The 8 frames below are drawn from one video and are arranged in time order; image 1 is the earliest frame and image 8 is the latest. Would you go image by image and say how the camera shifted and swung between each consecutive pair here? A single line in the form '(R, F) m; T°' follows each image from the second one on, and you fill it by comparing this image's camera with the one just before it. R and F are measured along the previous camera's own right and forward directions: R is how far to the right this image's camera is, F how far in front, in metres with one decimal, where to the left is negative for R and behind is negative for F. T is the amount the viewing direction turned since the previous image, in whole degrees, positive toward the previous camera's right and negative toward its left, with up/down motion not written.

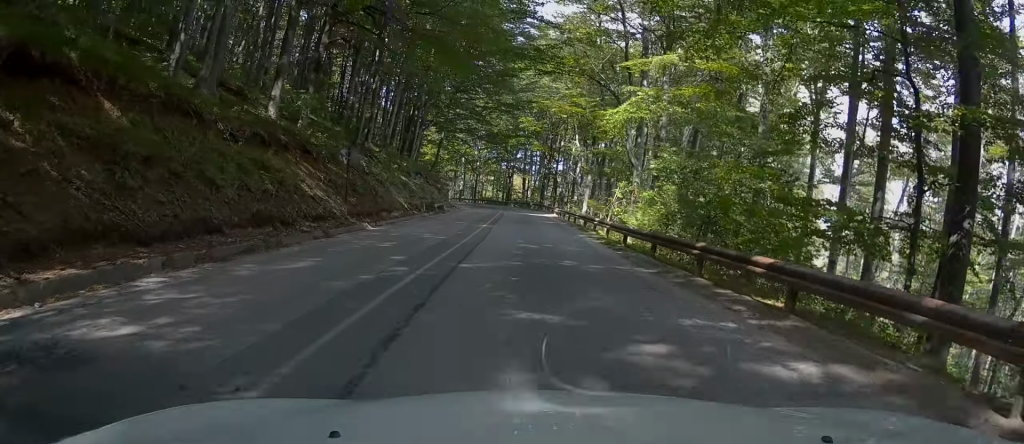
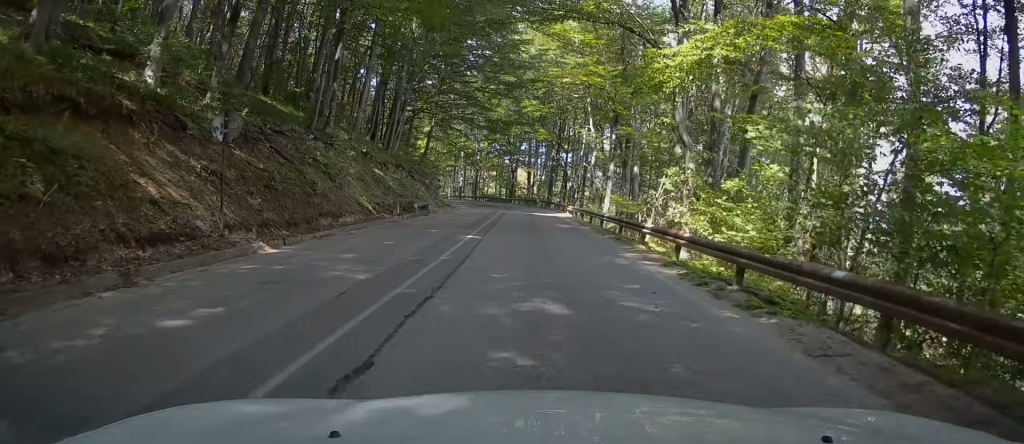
(+0.2, +10.1) m; 0°
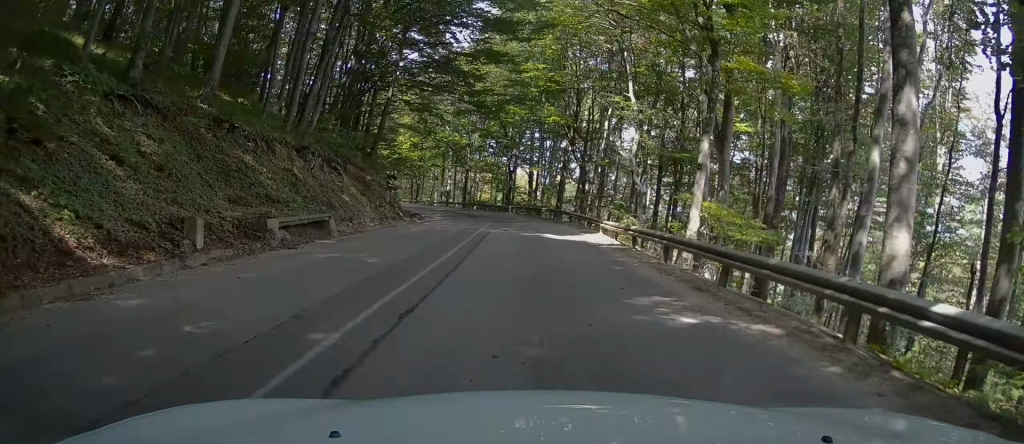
(0.0, +19.7) m; 0°
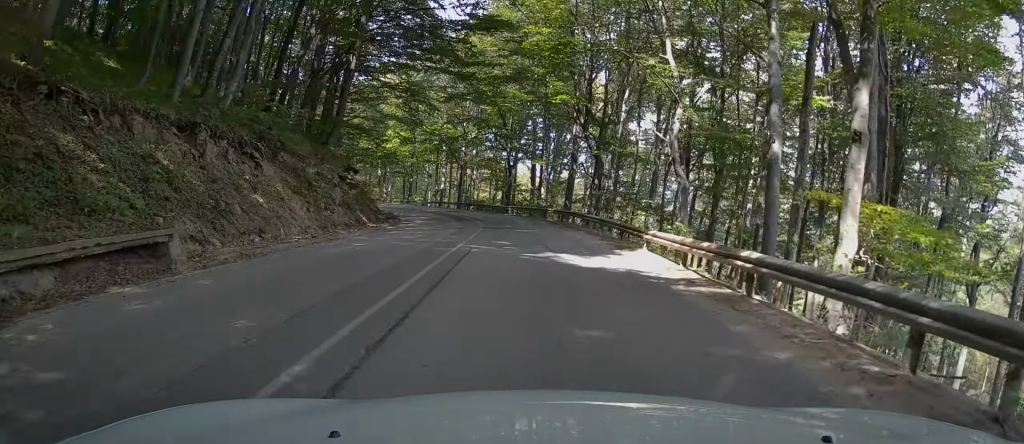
(0.0, +9.2) m; -1°
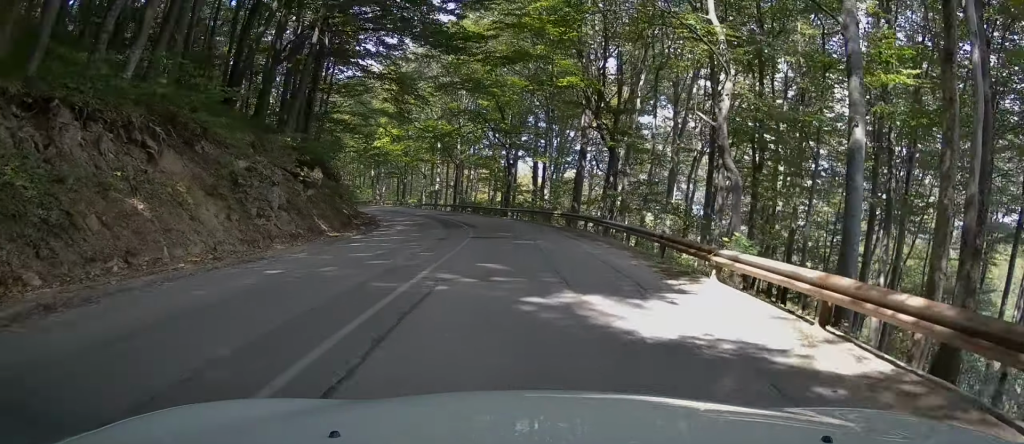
(0.0, +6.2) m; 0°
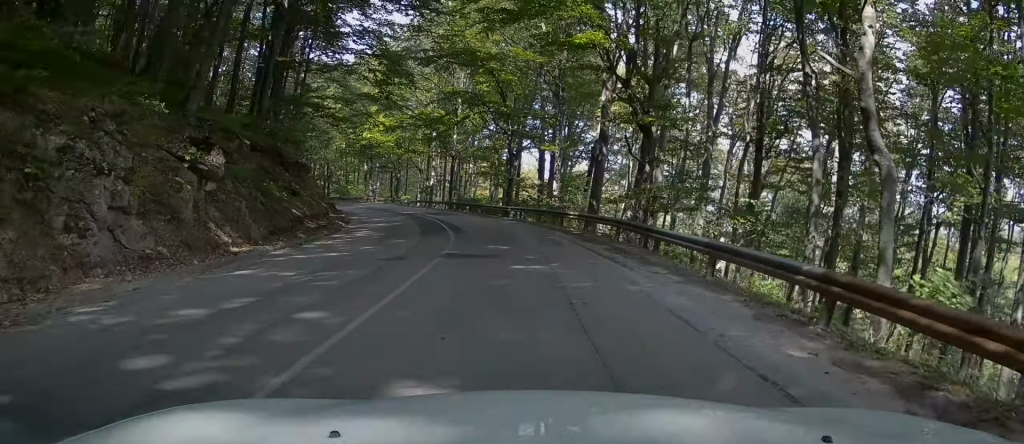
(-0.1, +8.2) m; -1°
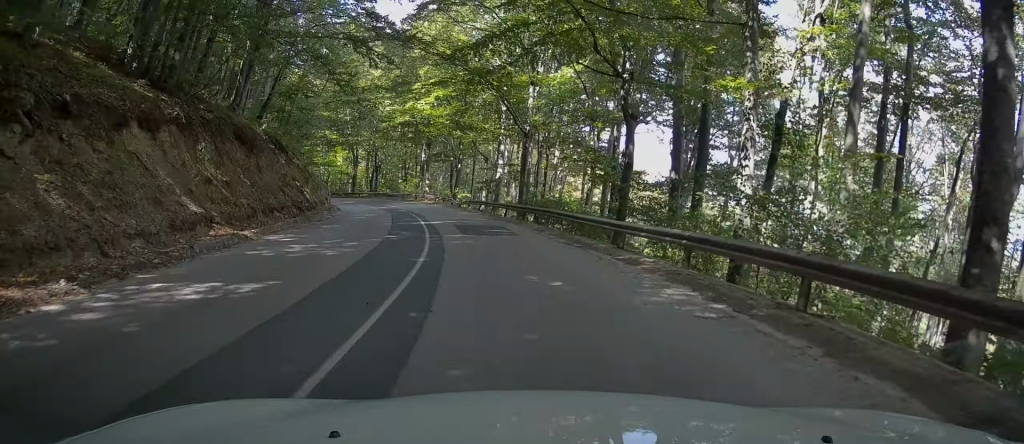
(-0.3, +23.1) m; -3°
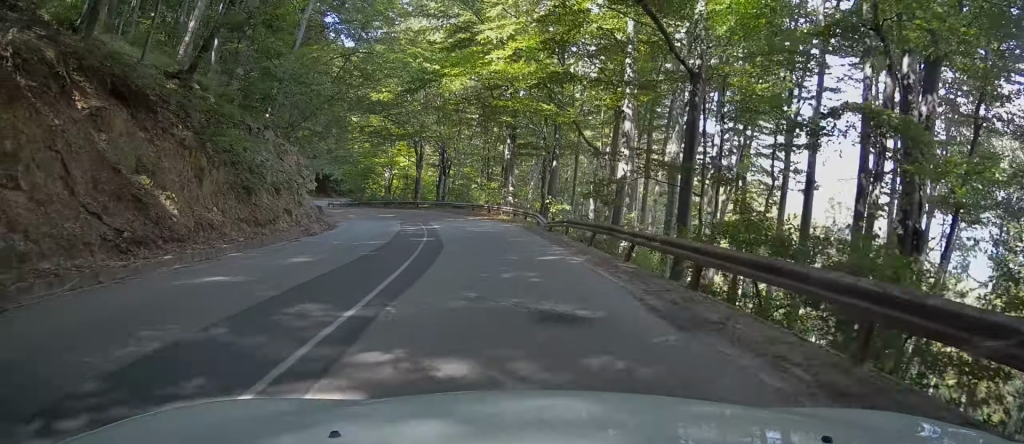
(-1.2, +20.5) m; -7°
